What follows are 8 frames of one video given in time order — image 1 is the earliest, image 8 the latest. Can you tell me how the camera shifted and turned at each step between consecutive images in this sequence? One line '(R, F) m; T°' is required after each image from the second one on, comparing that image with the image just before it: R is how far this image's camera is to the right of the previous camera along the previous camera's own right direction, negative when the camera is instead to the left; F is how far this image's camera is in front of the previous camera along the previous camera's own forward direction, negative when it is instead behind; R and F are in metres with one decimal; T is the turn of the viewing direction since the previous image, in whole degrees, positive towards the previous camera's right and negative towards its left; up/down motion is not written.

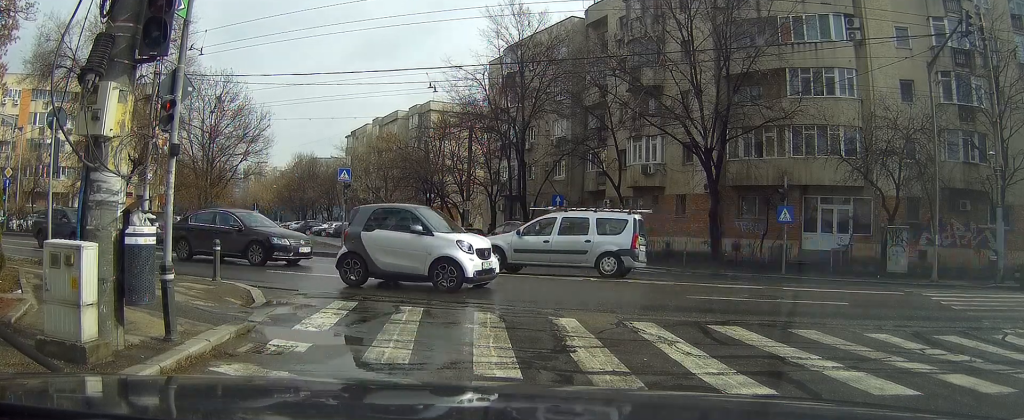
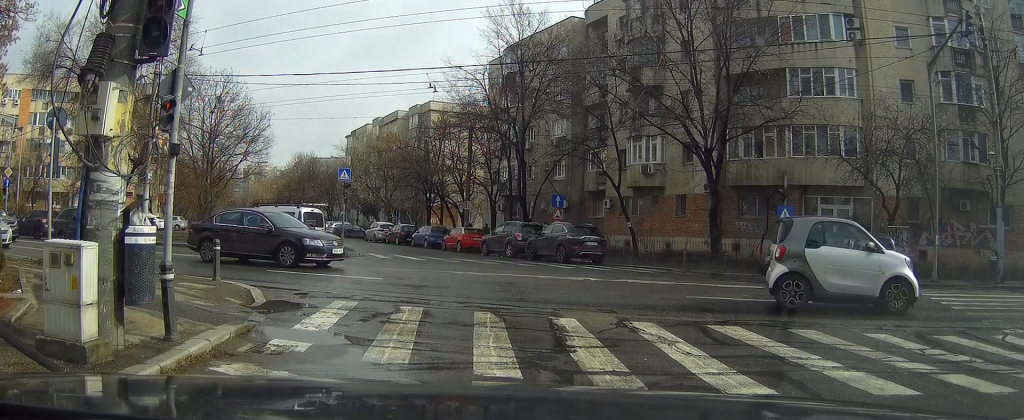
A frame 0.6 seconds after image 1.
(0.0, 0.0) m; 0°
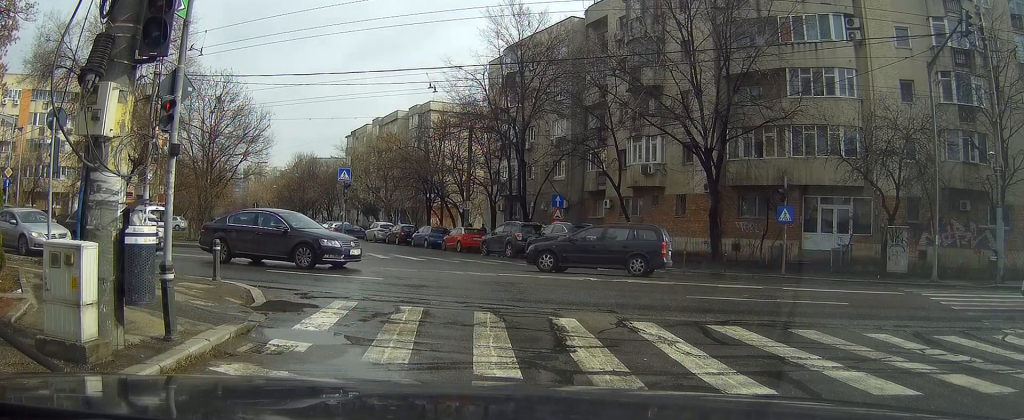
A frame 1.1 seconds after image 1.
(0.0, 0.0) m; 0°
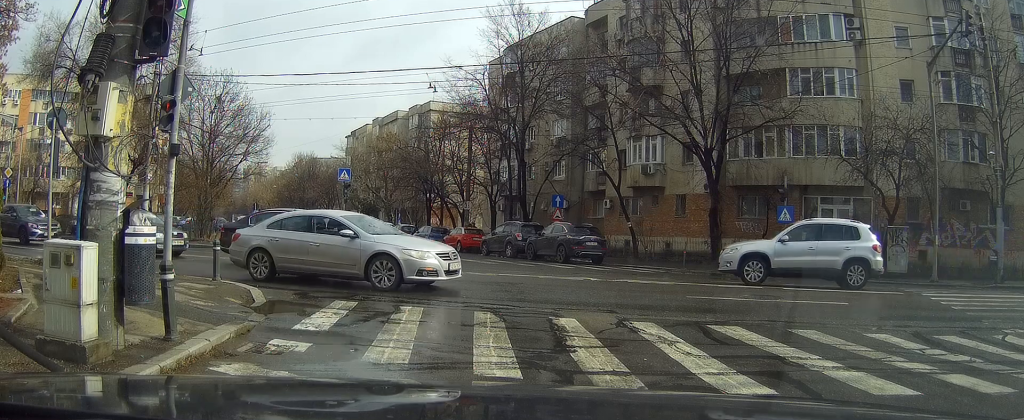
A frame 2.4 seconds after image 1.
(0.0, 0.0) m; 0°
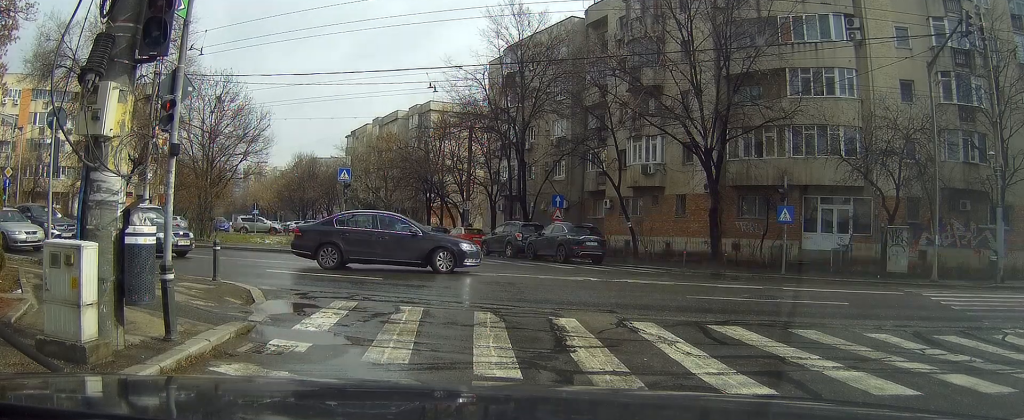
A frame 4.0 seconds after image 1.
(0.0, 0.0) m; 0°
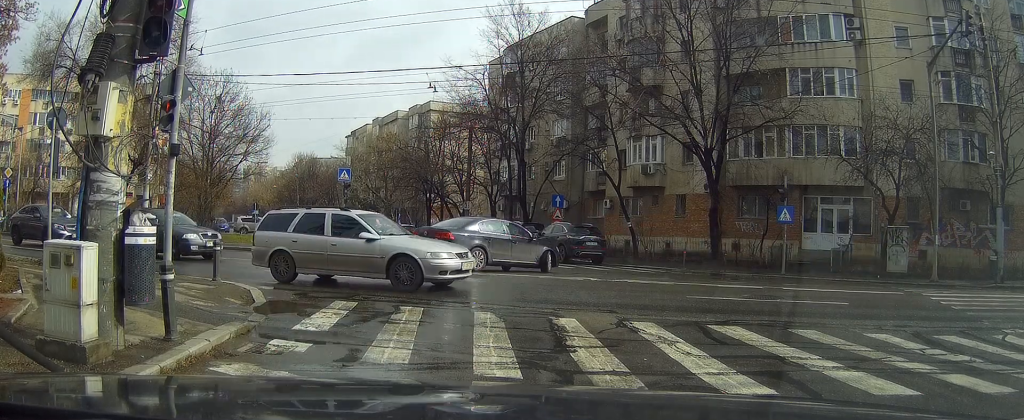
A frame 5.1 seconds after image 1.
(0.0, 0.0) m; 0°
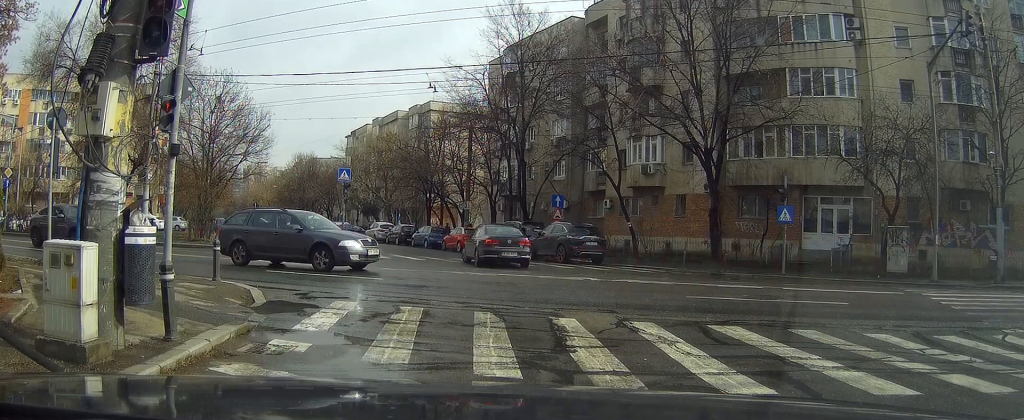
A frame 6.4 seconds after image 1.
(0.0, 0.0) m; 0°
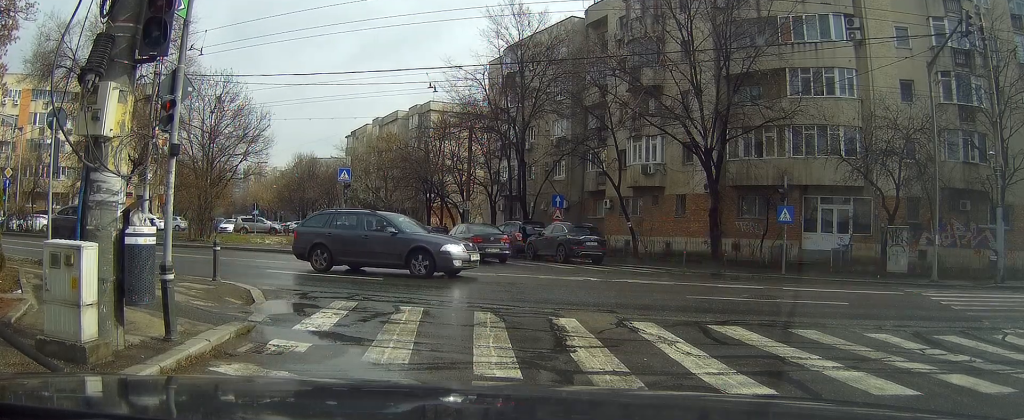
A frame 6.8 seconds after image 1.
(0.0, 0.0) m; 0°
